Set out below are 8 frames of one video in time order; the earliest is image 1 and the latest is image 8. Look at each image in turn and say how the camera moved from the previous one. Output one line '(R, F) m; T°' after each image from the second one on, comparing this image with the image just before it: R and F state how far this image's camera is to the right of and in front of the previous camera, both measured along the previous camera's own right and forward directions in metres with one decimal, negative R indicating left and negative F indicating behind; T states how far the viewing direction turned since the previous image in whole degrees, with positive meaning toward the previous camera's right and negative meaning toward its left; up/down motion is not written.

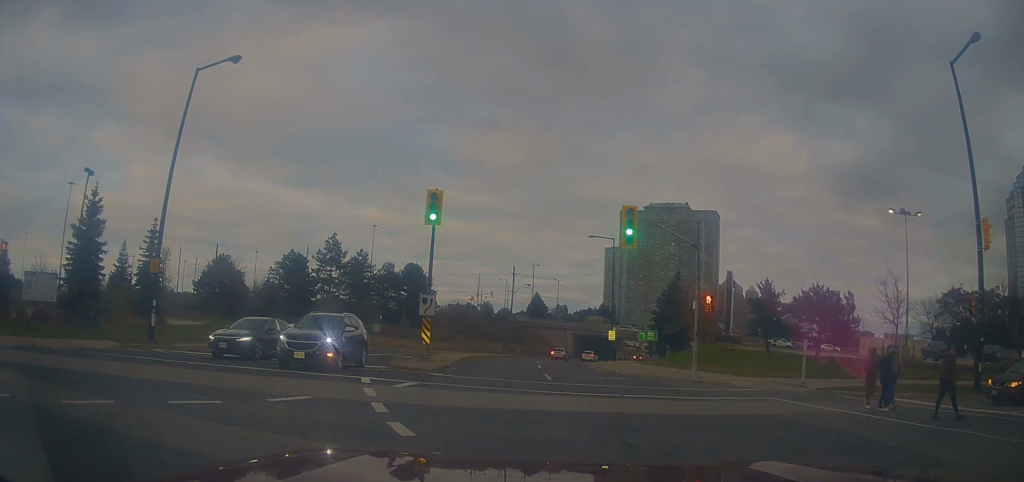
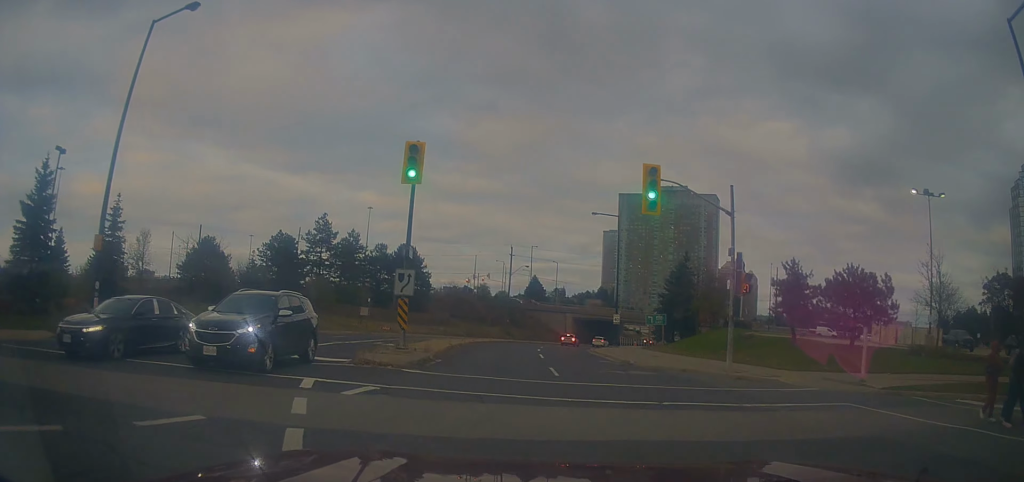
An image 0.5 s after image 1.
(-0.1, +3.9) m; -2°
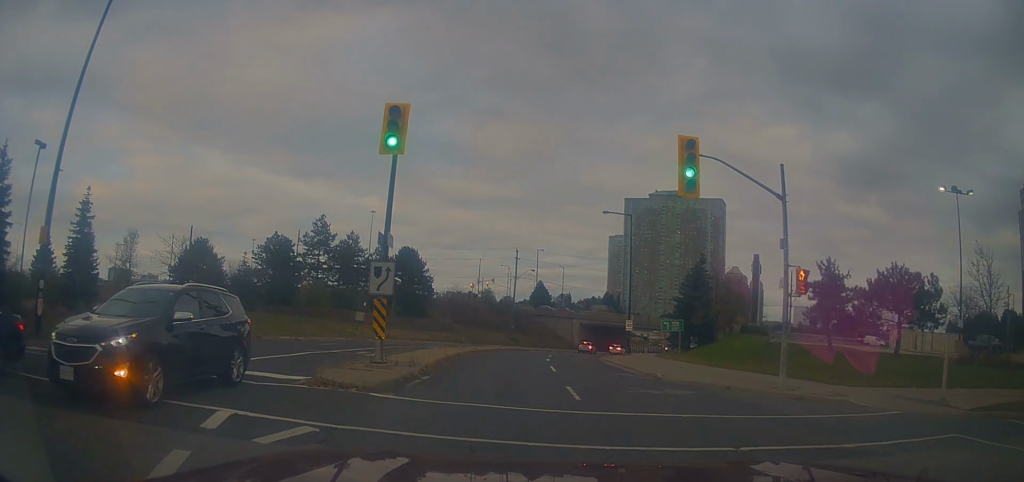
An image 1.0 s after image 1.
(0.0, +3.5) m; -2°
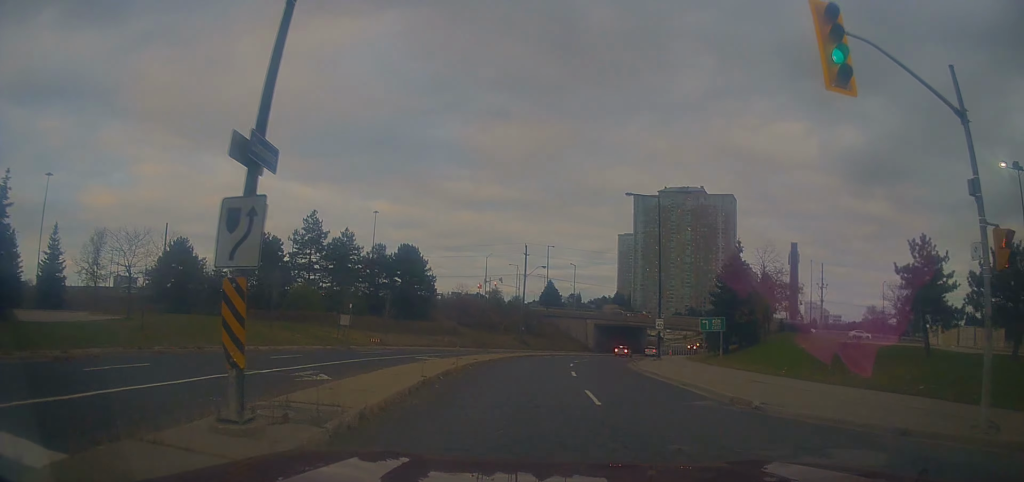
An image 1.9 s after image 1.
(-0.1, +7.4) m; -5°
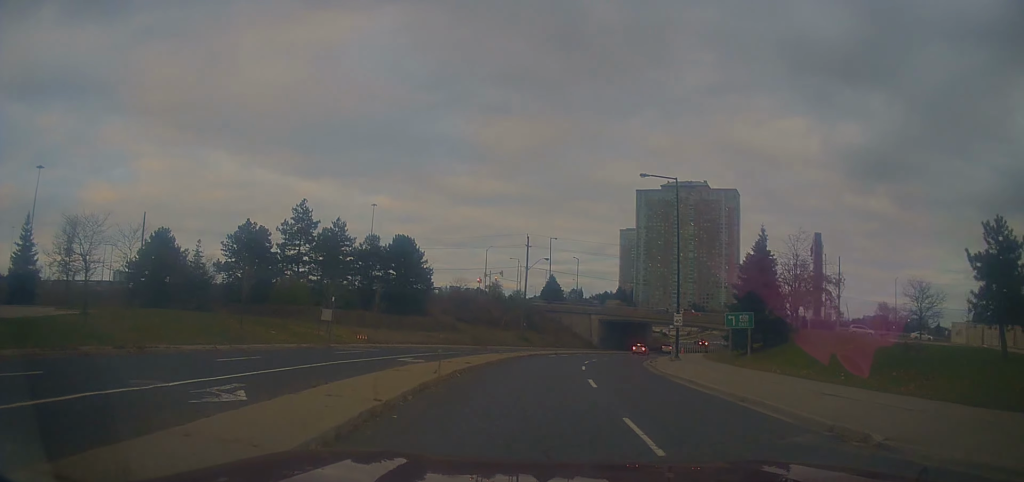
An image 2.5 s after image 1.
(-0.3, +4.8) m; +1°
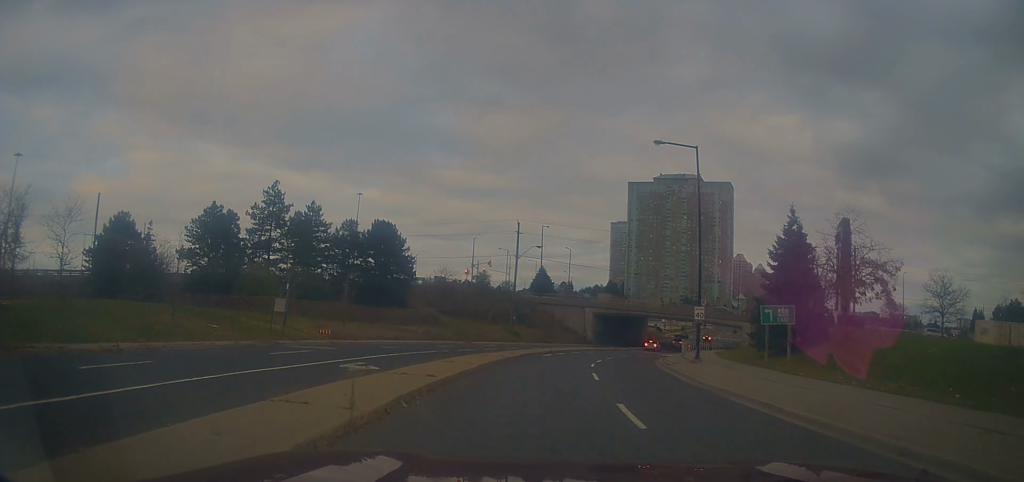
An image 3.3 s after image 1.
(+0.1, +6.7) m; +3°
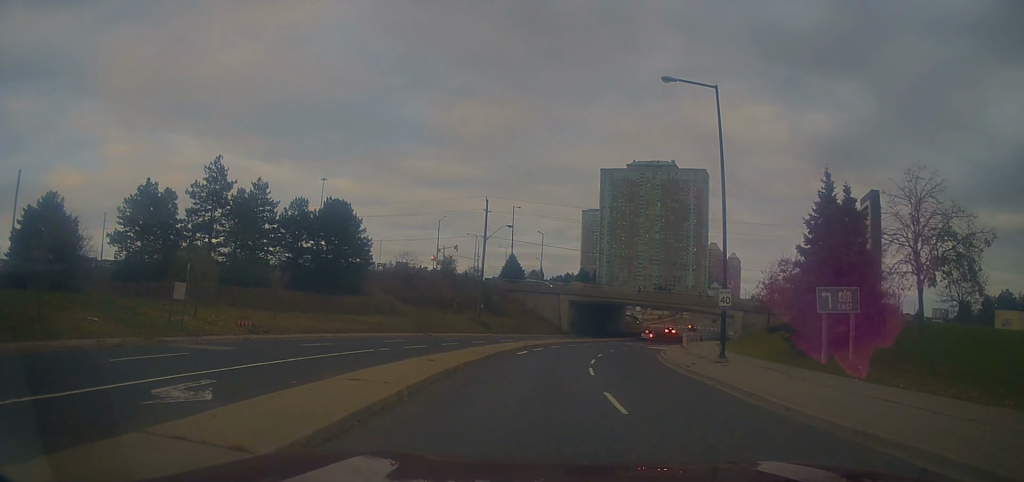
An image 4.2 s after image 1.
(+0.5, +8.4) m; +4°
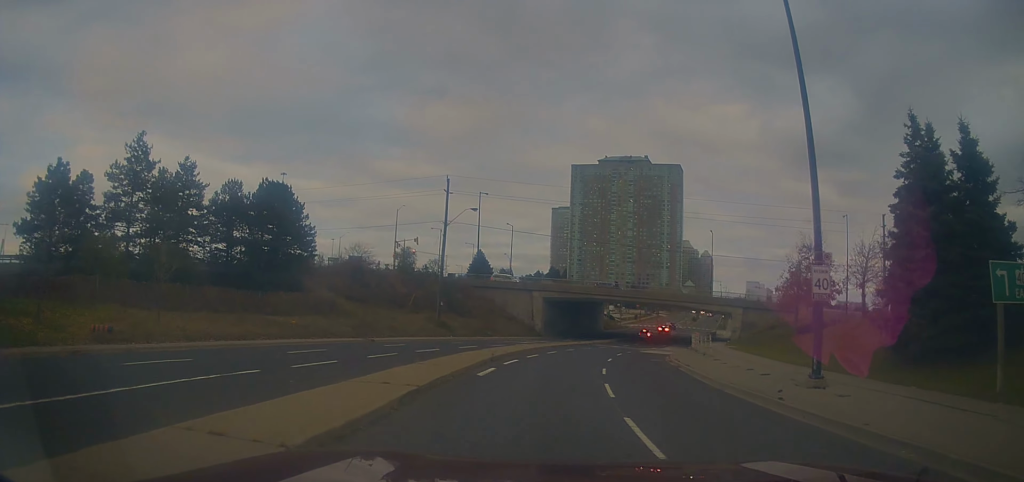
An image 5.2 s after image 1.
(+0.3, +10.5) m; +4°
